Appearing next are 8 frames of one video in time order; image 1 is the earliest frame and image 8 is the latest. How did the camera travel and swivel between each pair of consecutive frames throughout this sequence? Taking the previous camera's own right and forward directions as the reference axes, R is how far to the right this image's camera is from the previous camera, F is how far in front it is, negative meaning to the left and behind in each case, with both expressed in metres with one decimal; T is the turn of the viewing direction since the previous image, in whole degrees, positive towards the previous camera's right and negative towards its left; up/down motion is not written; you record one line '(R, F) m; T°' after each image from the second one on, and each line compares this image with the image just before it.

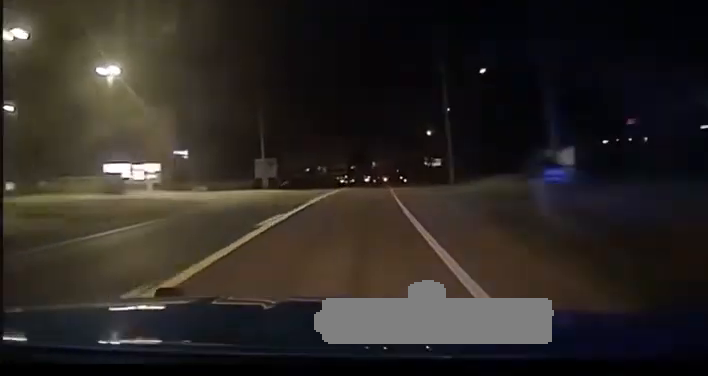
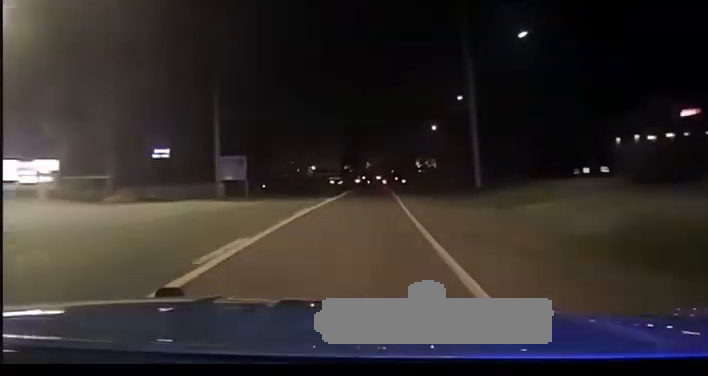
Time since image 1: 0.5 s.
(+0.1, +19.0) m; 0°
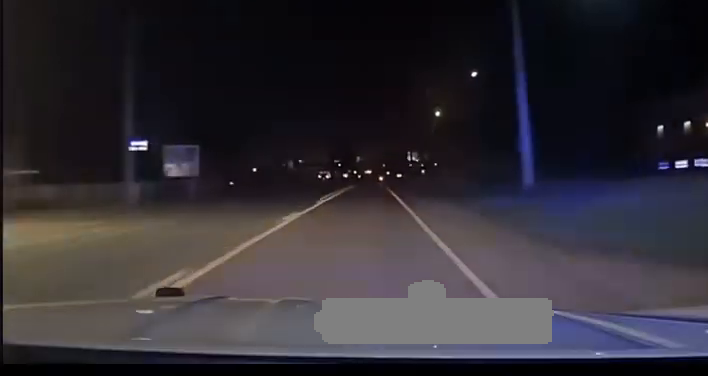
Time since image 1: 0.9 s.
(+0.1, +16.8) m; 0°
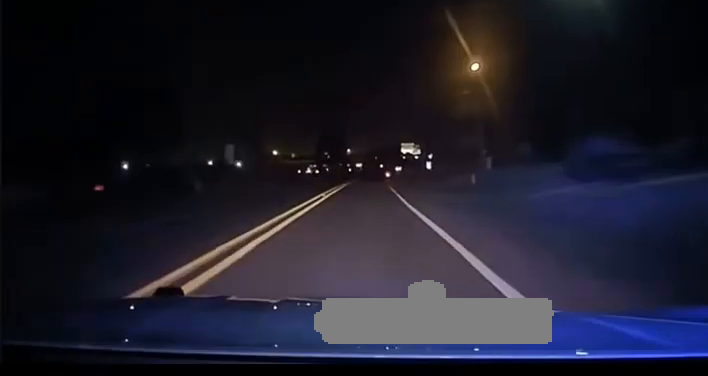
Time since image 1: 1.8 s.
(+0.2, +34.4) m; +1°
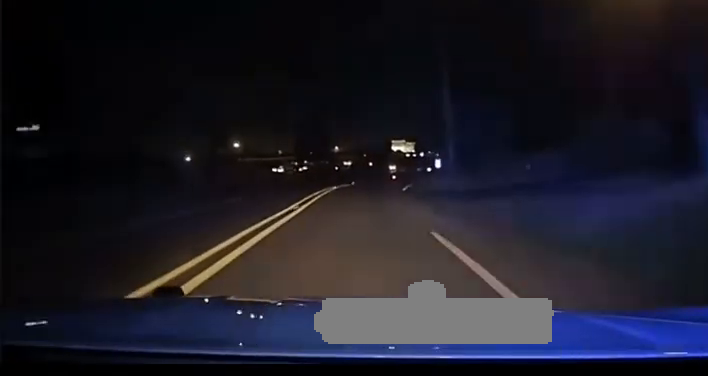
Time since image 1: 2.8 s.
(+0.2, +31.7) m; +1°
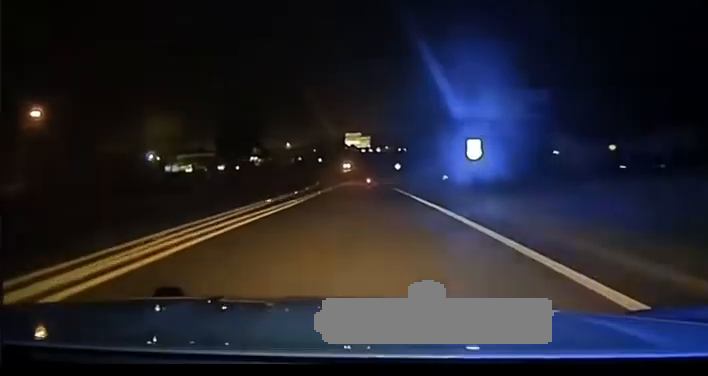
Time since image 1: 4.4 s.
(+1.1, +54.6) m; +3°
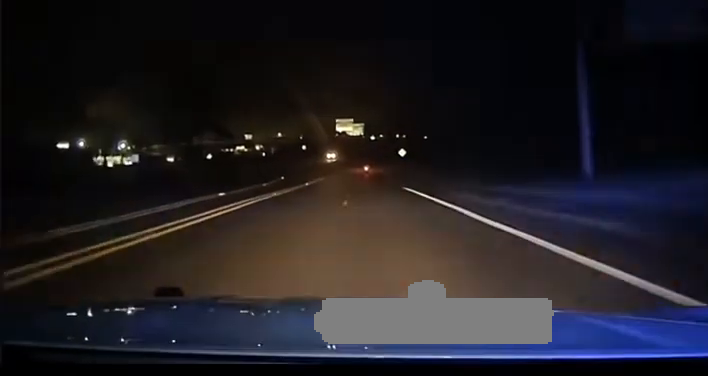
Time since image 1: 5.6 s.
(+0.8, +44.7) m; +1°
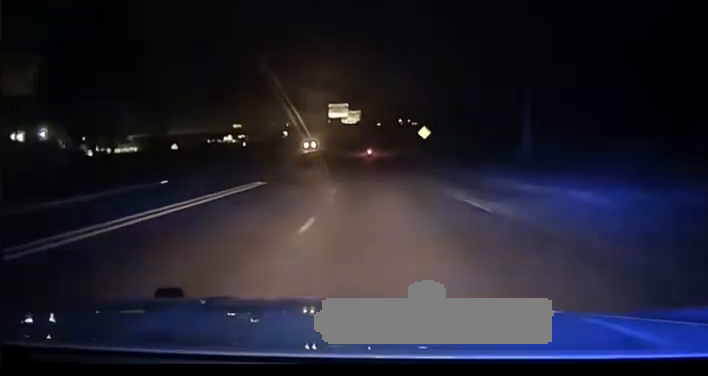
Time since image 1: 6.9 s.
(+0.3, +53.9) m; 0°
